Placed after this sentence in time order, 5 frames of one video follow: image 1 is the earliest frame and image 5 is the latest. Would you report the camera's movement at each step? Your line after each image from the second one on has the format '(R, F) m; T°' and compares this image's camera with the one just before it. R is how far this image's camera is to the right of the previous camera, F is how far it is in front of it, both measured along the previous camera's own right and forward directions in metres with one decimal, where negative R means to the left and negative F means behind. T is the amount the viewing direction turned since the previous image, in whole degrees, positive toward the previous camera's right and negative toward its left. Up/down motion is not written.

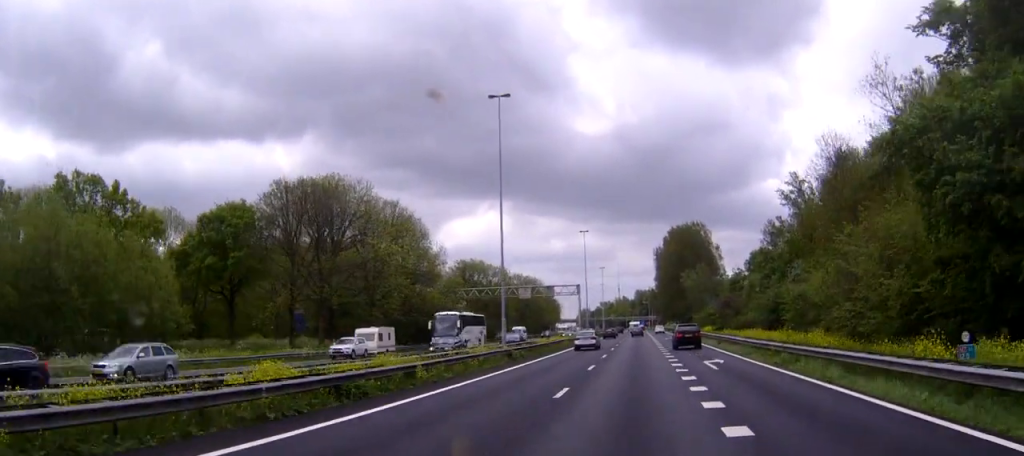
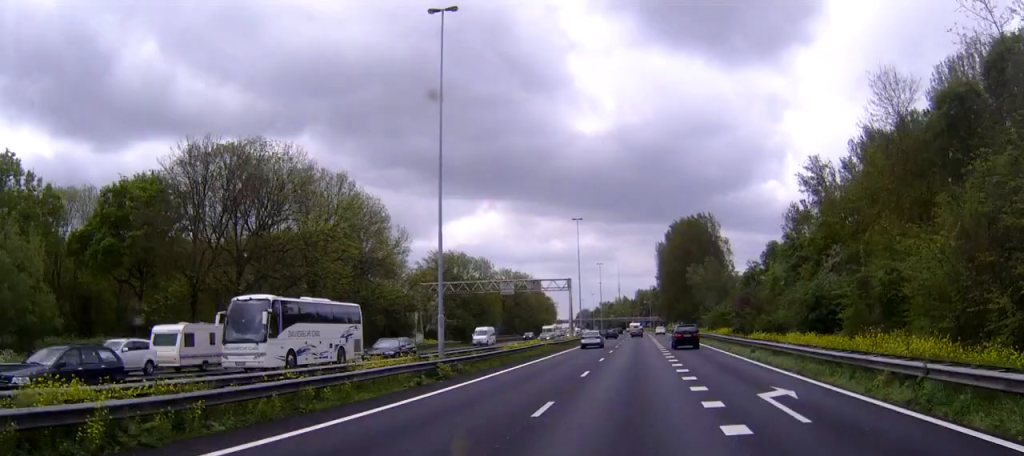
(0.0, +15.8) m; 0°
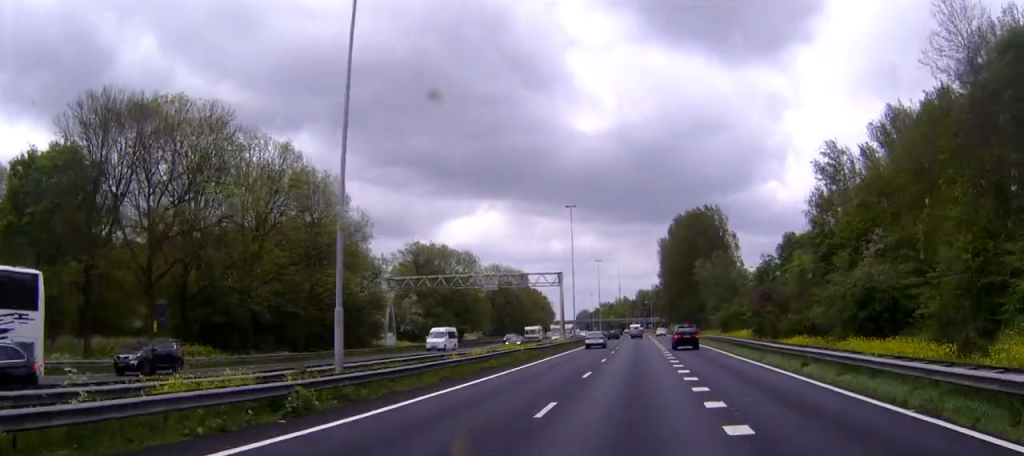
(-0.1, +12.0) m; 0°
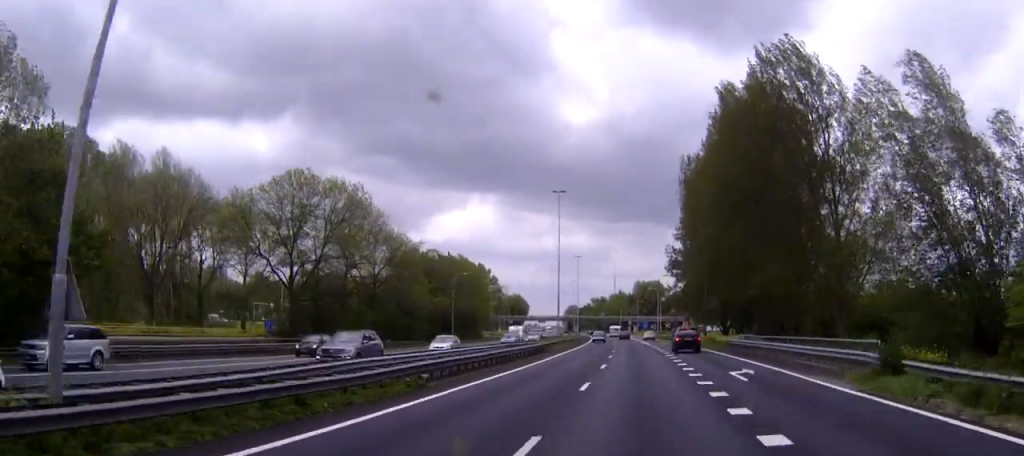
(-0.9, +89.3) m; -1°
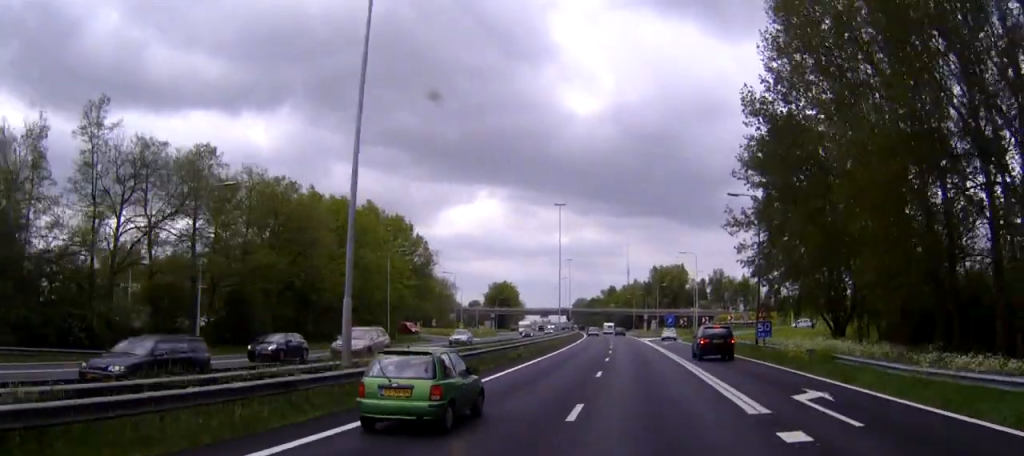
(-0.2, +66.8) m; -1°
